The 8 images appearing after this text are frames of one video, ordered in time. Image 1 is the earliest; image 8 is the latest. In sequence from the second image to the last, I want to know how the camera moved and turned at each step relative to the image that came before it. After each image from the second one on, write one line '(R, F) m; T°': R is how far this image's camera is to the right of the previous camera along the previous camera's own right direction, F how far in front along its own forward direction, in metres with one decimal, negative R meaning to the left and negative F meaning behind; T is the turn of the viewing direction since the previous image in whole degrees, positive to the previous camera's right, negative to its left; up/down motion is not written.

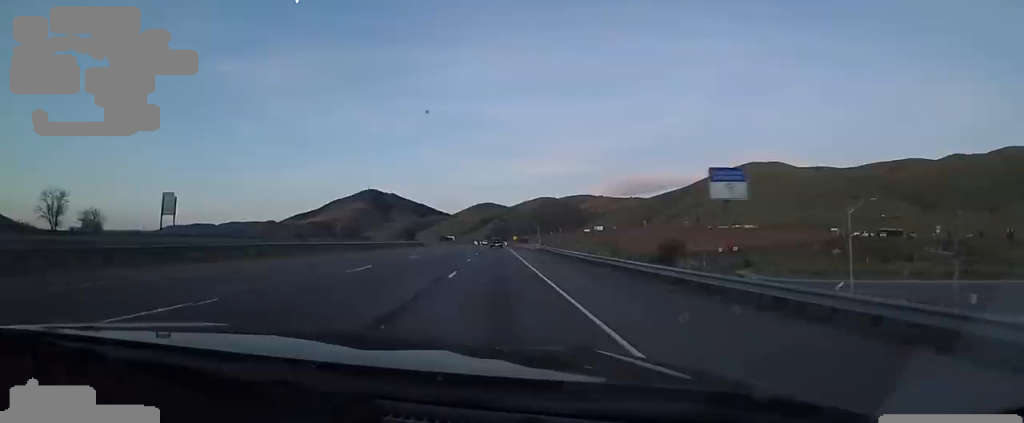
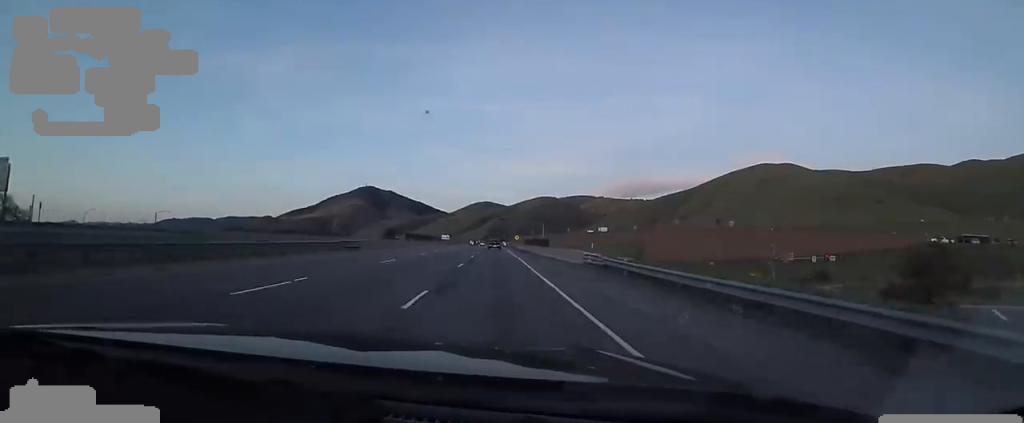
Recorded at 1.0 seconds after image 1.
(+0.7, +31.1) m; 0°
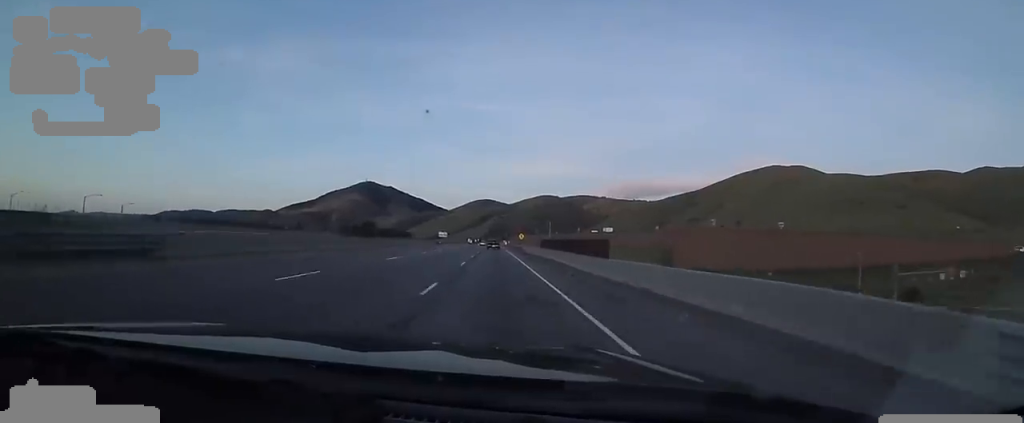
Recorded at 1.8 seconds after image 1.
(-0.5, +23.3) m; -2°
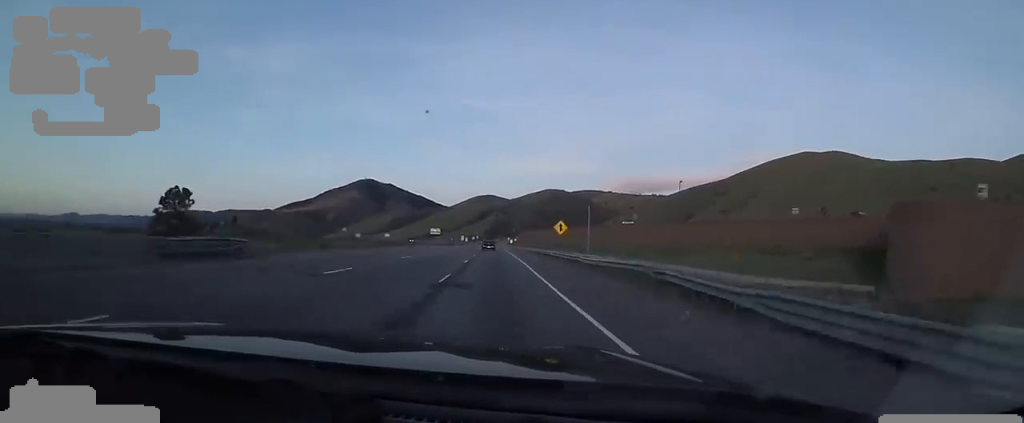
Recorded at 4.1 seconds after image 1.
(-1.1, +72.0) m; 0°
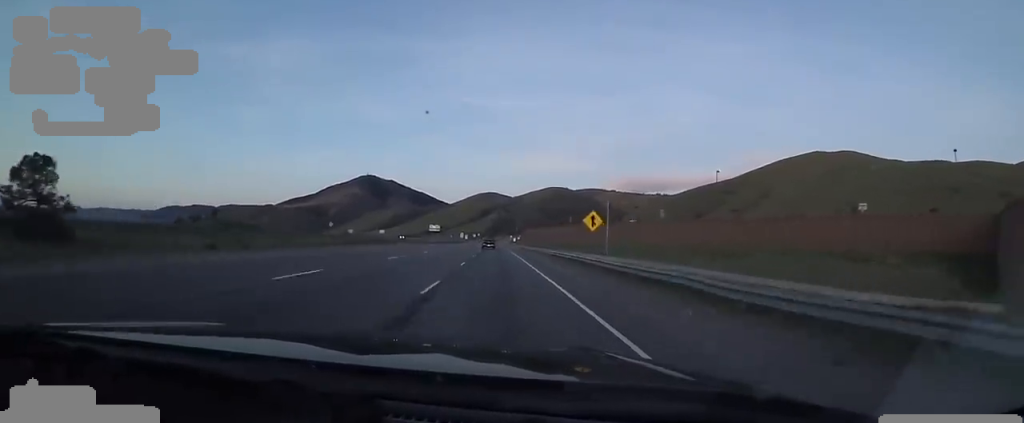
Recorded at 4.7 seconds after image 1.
(+0.2, +16.7) m; 0°
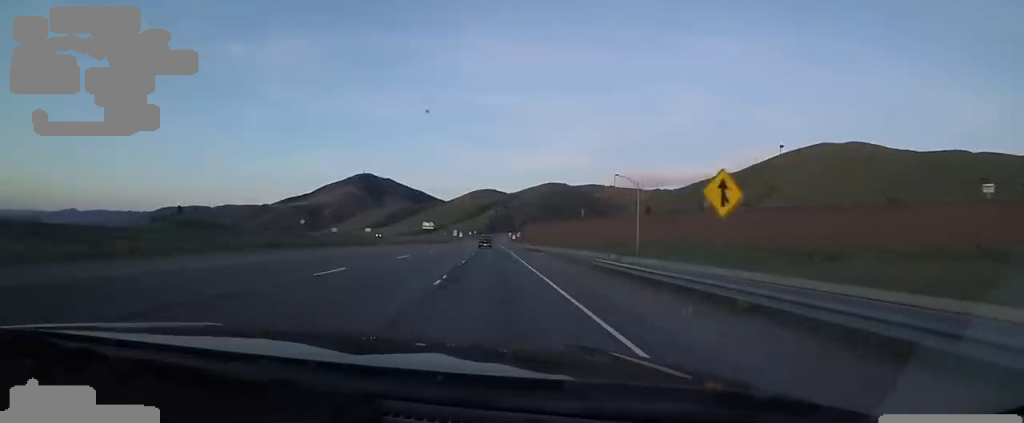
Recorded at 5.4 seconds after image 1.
(+0.1, +21.8) m; 0°
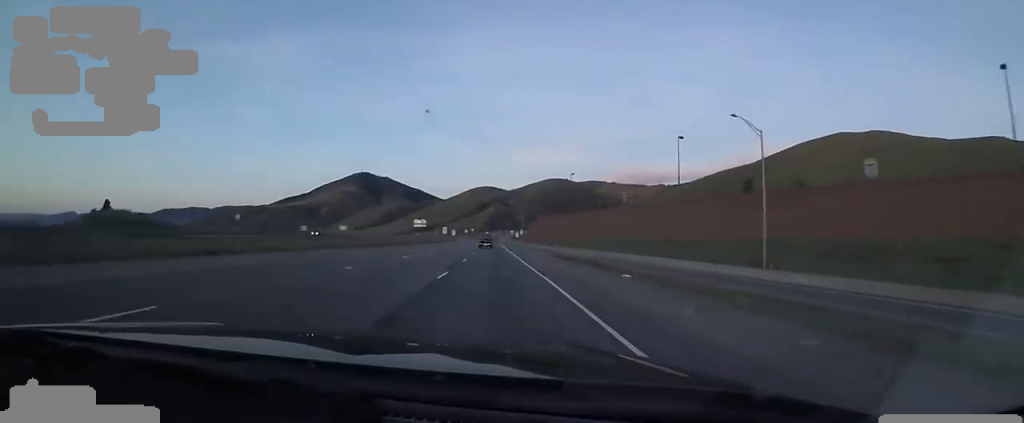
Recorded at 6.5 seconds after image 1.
(0.0, +34.7) m; 0°
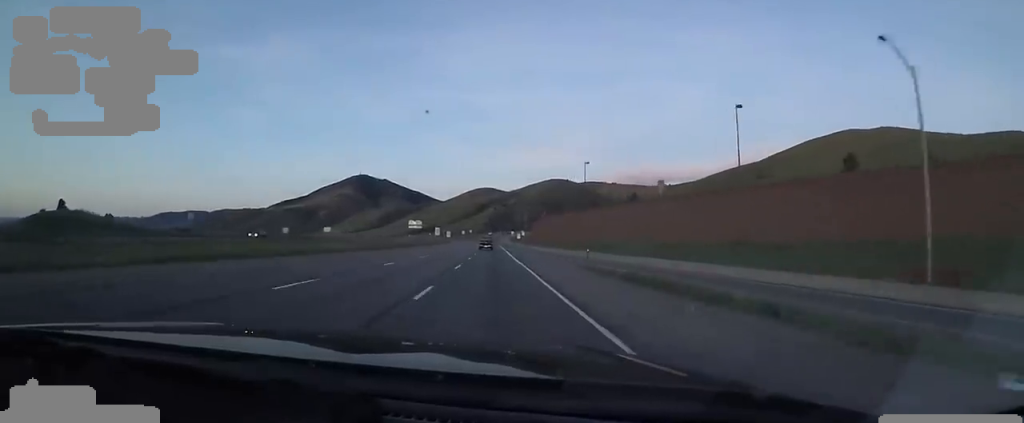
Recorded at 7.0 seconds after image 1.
(0.0, +16.1) m; 0°
